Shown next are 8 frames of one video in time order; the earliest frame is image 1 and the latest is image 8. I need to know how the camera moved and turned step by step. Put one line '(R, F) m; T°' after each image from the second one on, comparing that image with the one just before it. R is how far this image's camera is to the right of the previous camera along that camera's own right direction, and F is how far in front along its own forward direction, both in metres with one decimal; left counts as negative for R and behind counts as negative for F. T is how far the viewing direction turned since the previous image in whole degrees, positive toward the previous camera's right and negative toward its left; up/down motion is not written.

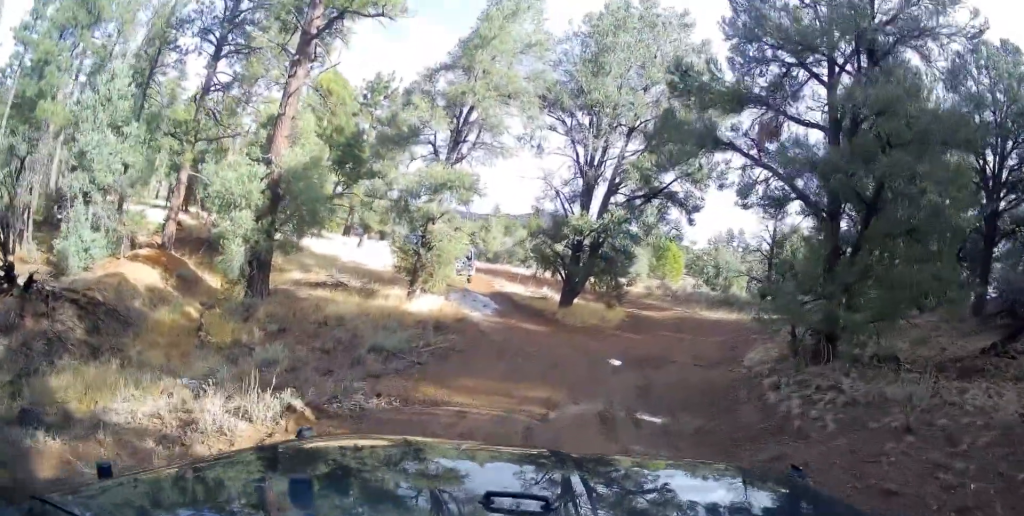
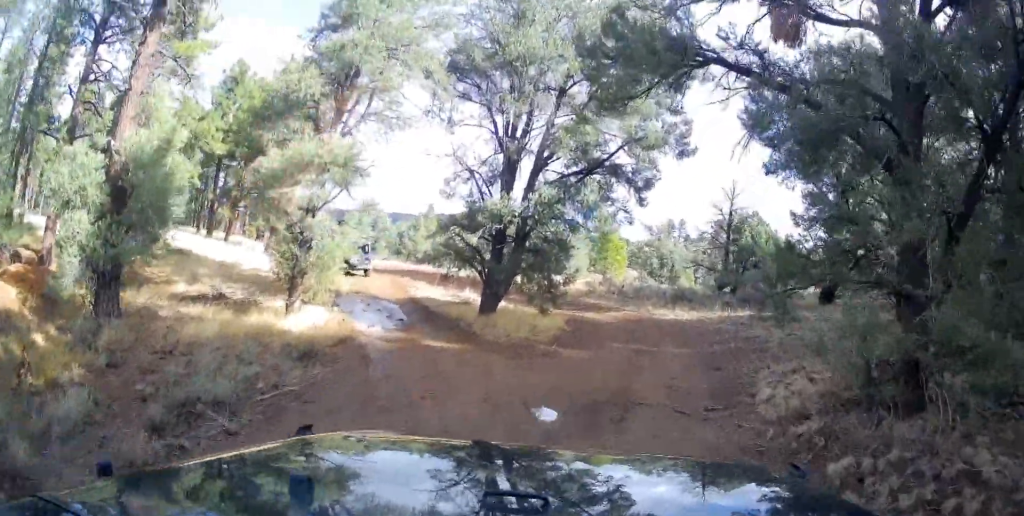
(0.0, +4.6) m; +2°
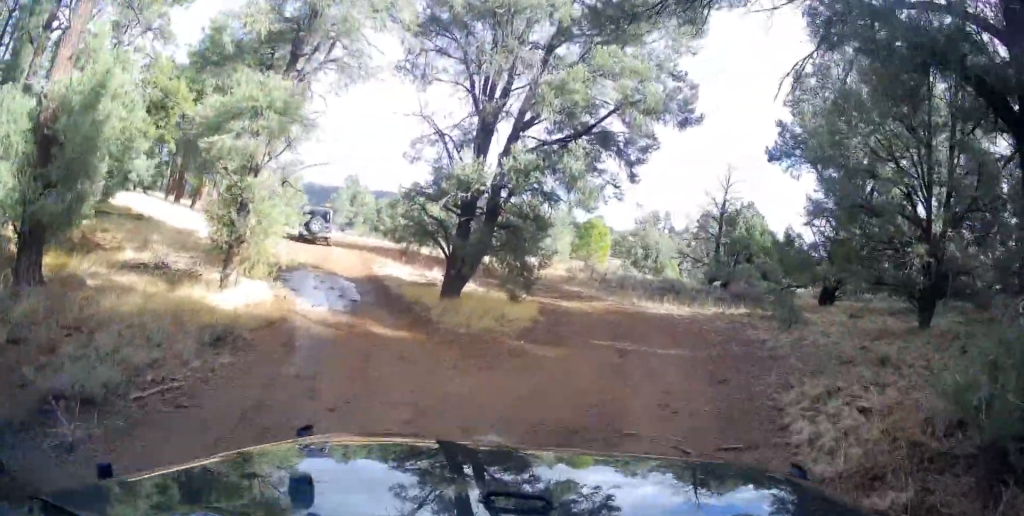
(0.0, +2.2) m; +5°
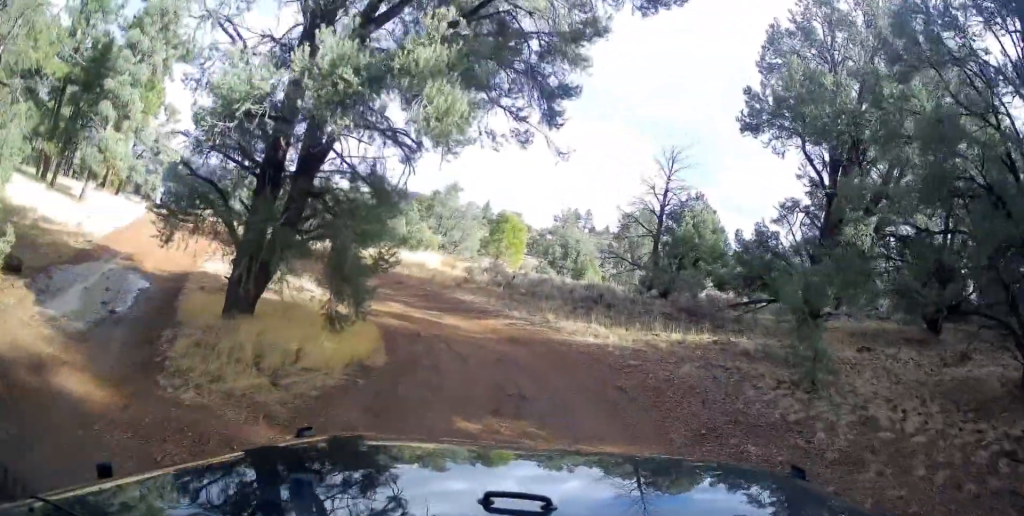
(0.0, +6.5) m; -2°
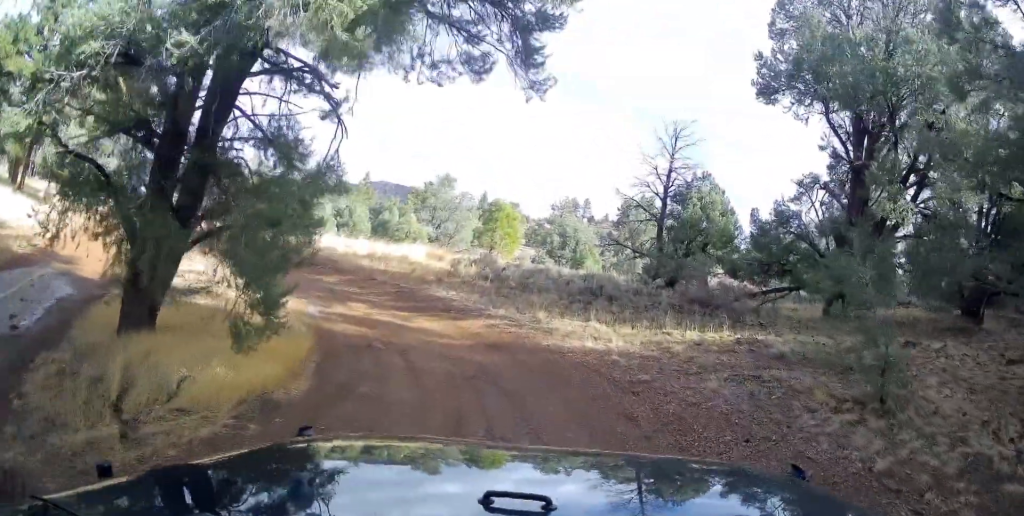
(+0.1, +2.5) m; +3°
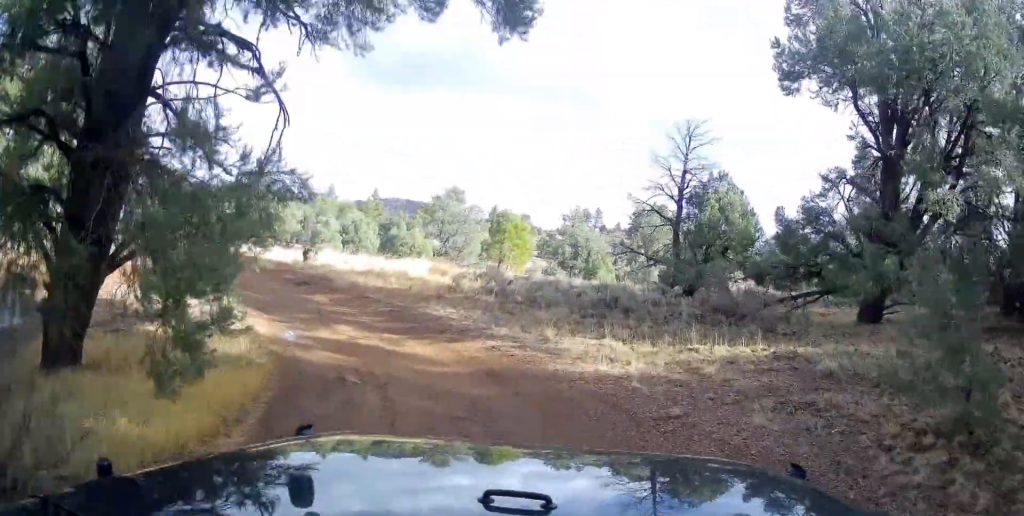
(0.0, +1.5) m; +2°
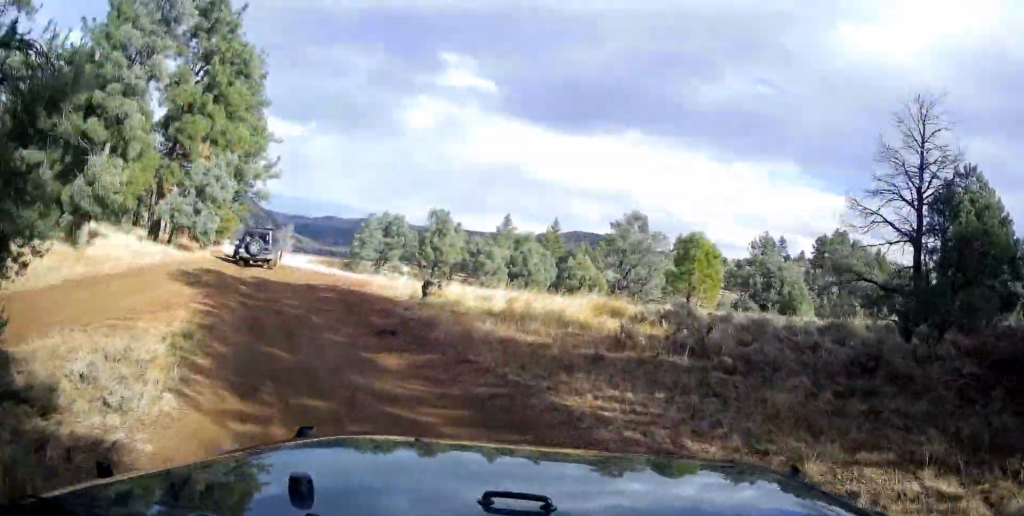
(-0.2, +6.7) m; -11°
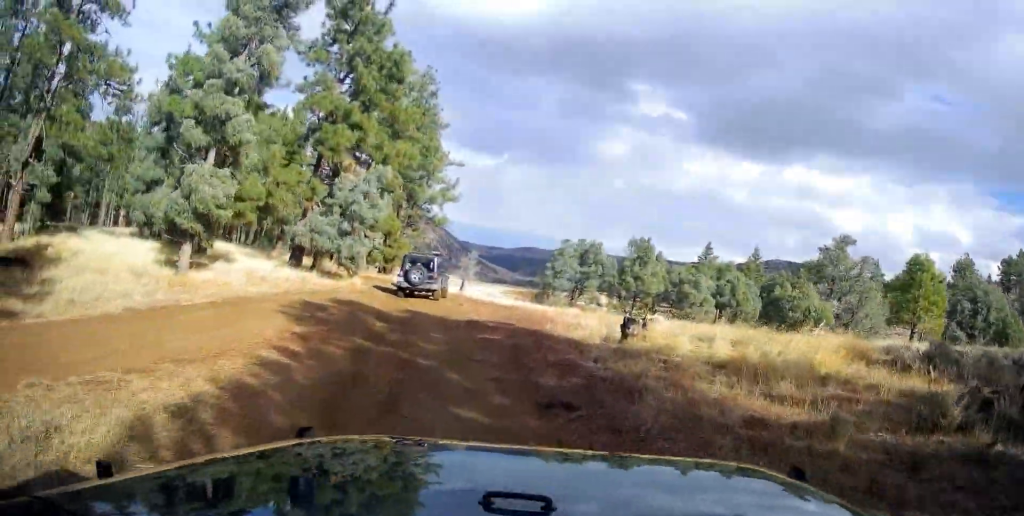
(-0.5, +4.4) m; -13°
